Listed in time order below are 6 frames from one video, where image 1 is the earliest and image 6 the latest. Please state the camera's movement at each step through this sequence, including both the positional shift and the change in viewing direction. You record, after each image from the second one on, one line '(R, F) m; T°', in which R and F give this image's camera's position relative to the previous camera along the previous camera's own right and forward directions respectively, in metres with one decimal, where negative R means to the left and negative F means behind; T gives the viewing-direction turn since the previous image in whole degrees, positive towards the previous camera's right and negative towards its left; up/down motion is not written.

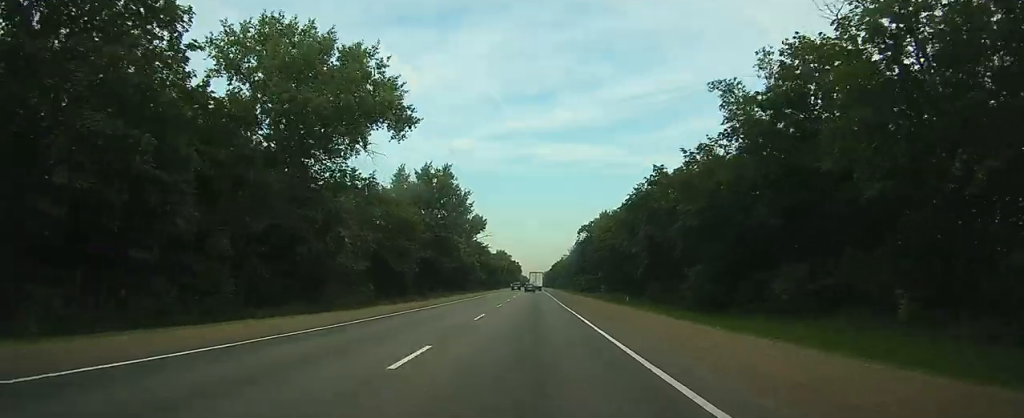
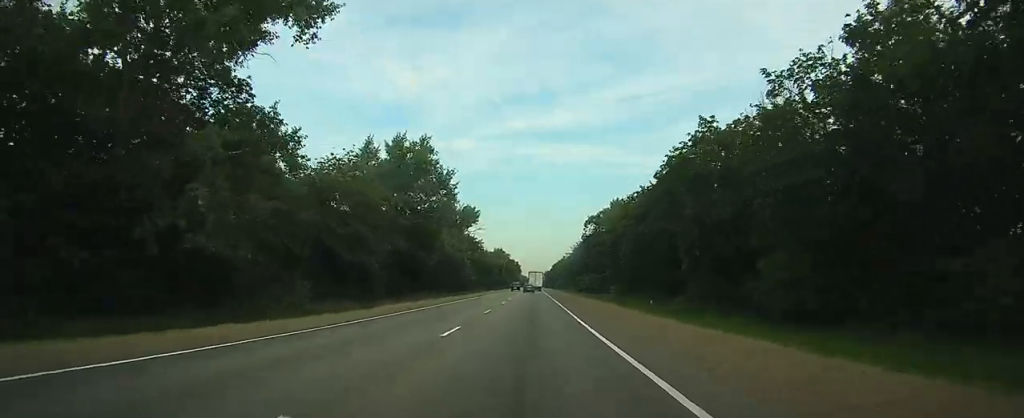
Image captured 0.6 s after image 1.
(0.0, +18.5) m; 0°
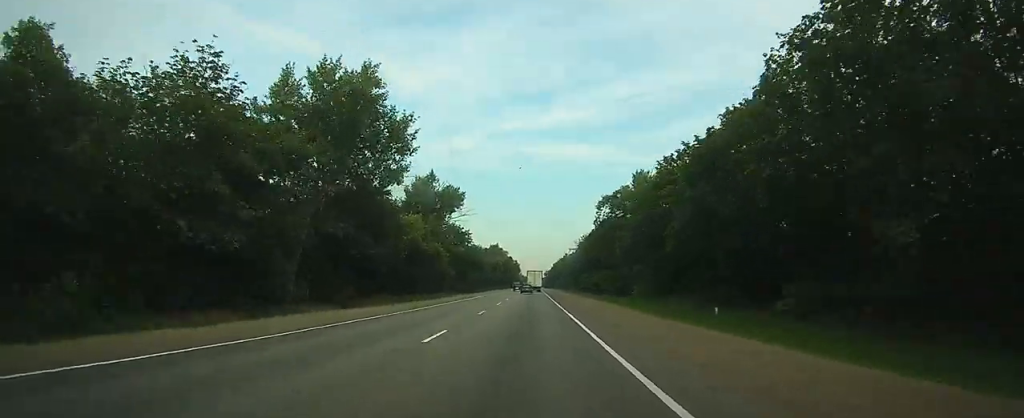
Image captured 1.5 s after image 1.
(+0.1, +26.0) m; 0°
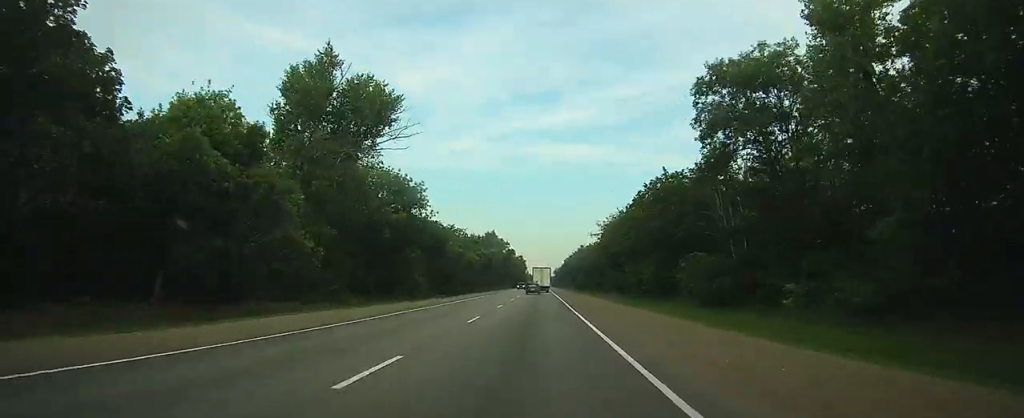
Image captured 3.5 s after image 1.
(-0.2, +54.1) m; -1°
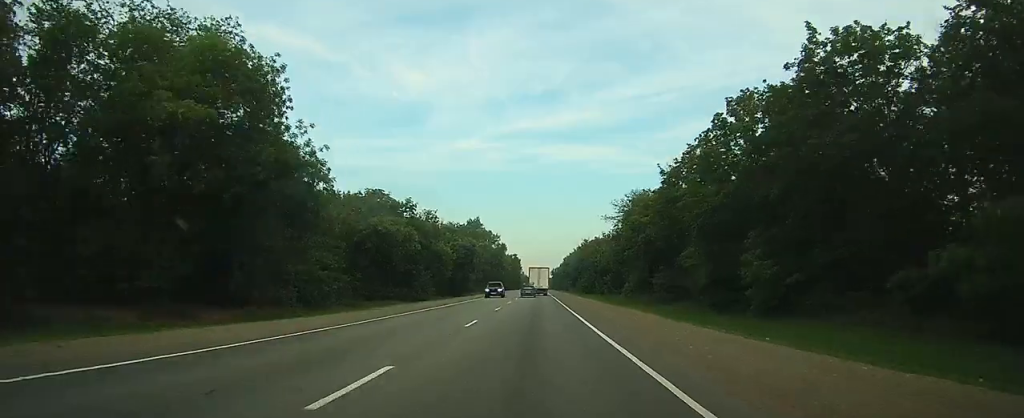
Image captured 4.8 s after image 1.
(-0.2, +36.9) m; 0°
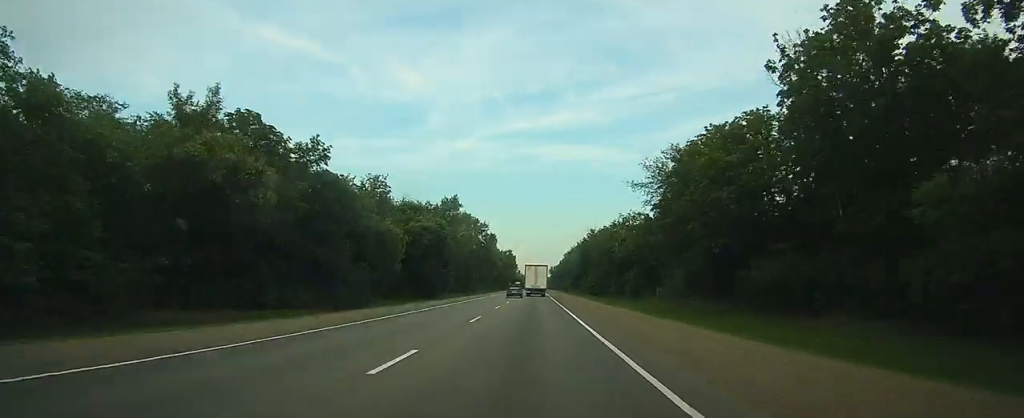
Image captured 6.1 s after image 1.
(+0.1, +33.7) m; +1°
